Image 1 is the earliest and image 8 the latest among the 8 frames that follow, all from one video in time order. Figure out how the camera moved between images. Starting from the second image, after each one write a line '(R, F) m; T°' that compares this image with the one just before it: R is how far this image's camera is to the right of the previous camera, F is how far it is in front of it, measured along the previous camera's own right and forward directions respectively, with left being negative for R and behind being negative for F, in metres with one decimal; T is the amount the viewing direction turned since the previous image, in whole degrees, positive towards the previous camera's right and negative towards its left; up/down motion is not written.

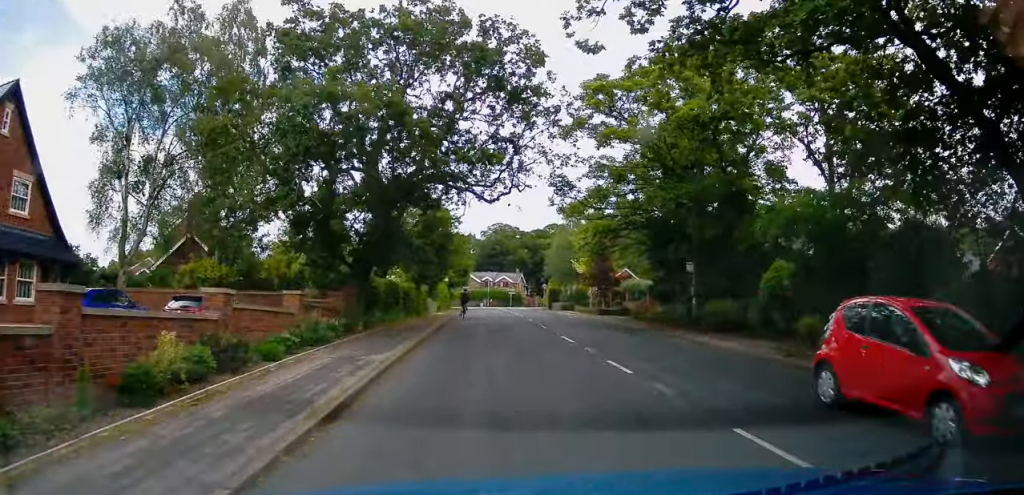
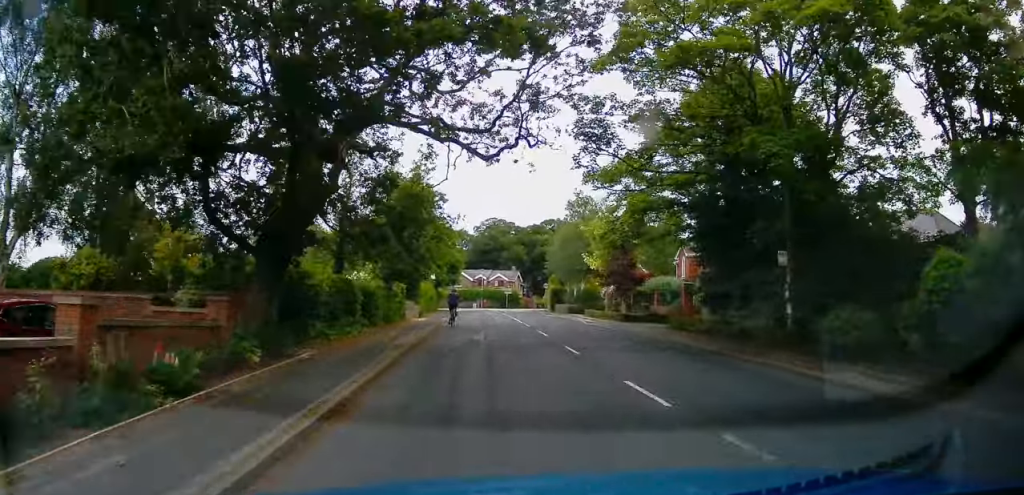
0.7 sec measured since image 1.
(+0.1, +8.4) m; +1°
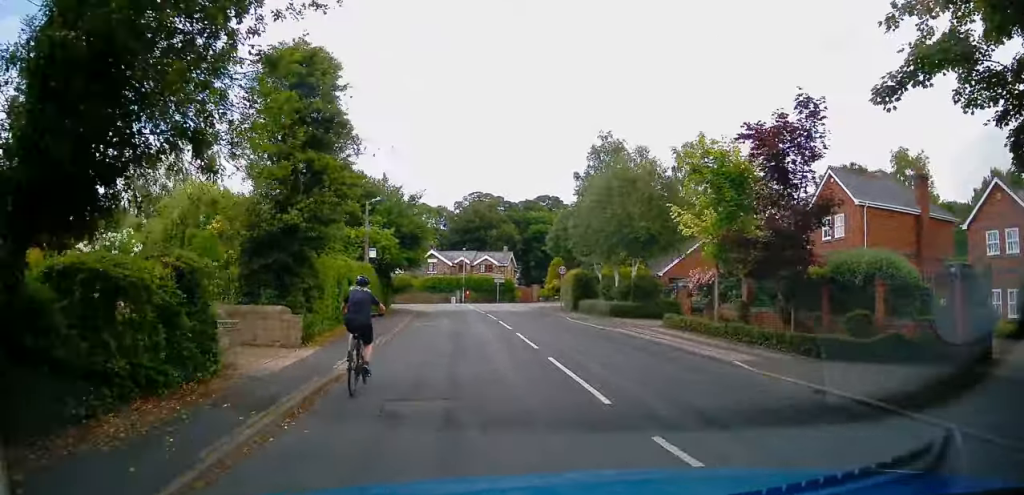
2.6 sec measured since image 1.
(+0.2, +21.3) m; +1°
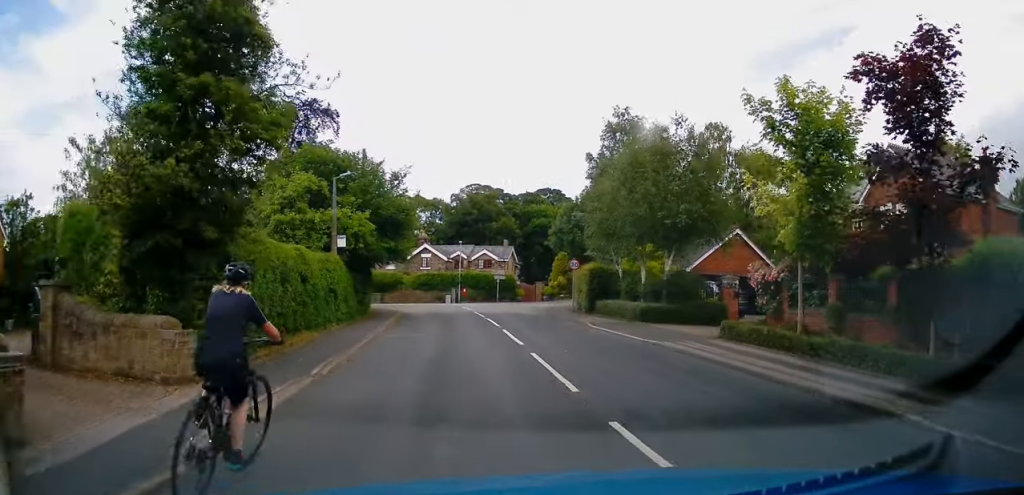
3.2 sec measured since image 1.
(0.0, +5.6) m; -1°
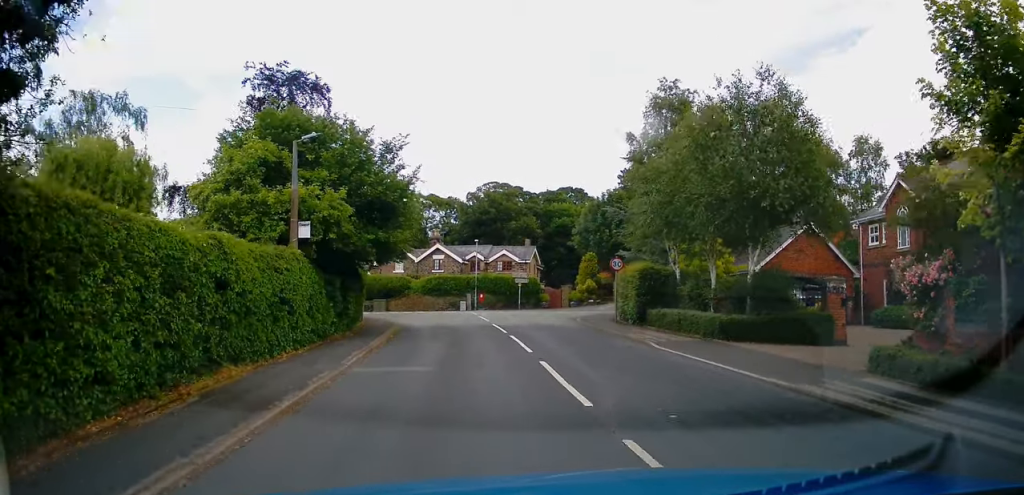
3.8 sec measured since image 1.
(-0.1, +6.4) m; -1°
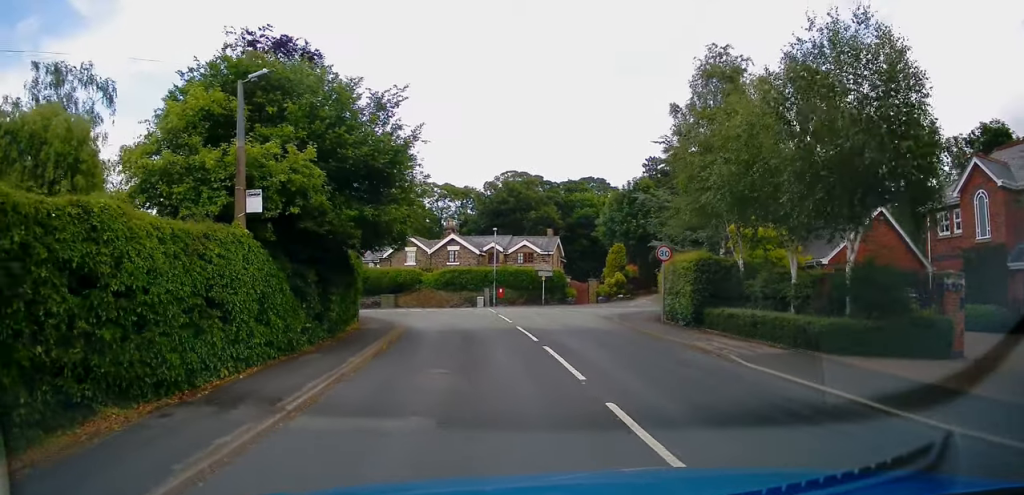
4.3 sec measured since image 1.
(0.0, +4.6) m; -1°
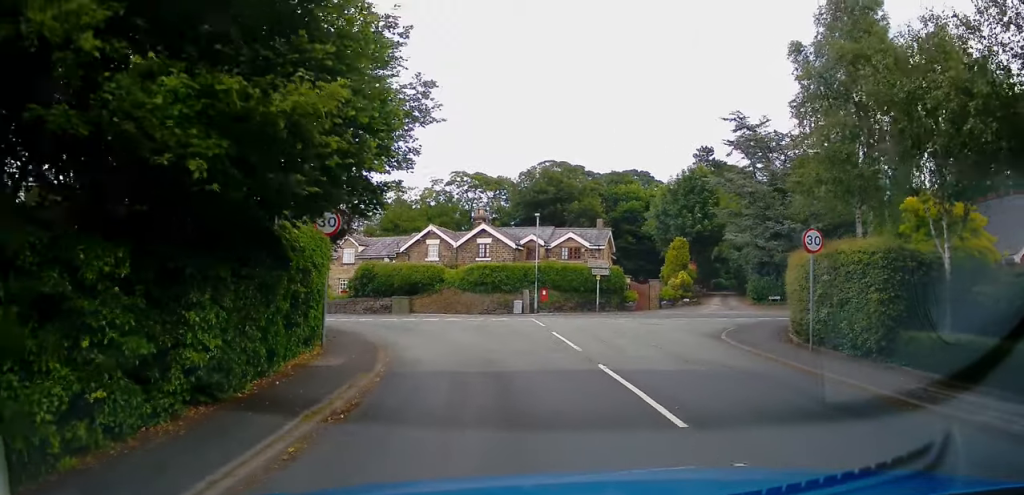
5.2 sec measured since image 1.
(-0.2, +8.8) m; -3°
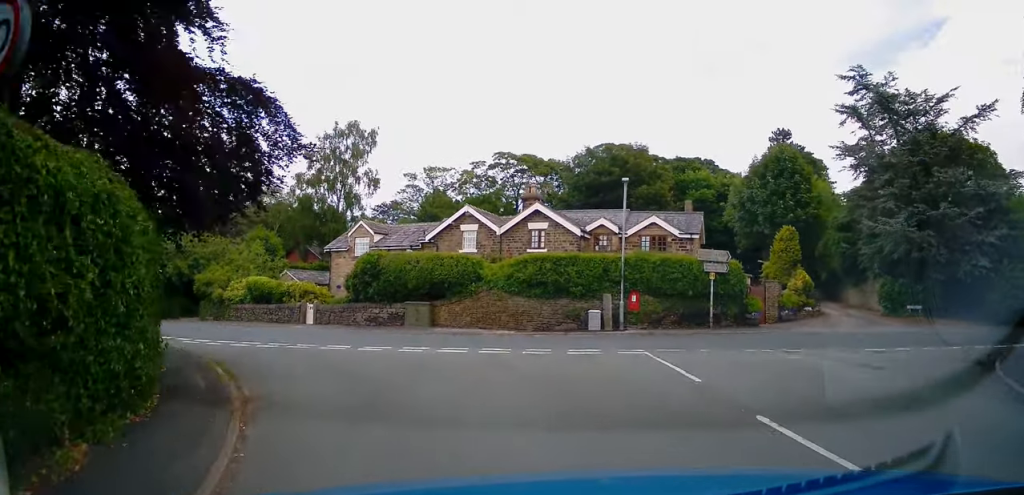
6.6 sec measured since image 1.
(-0.5, +10.5) m; -7°
